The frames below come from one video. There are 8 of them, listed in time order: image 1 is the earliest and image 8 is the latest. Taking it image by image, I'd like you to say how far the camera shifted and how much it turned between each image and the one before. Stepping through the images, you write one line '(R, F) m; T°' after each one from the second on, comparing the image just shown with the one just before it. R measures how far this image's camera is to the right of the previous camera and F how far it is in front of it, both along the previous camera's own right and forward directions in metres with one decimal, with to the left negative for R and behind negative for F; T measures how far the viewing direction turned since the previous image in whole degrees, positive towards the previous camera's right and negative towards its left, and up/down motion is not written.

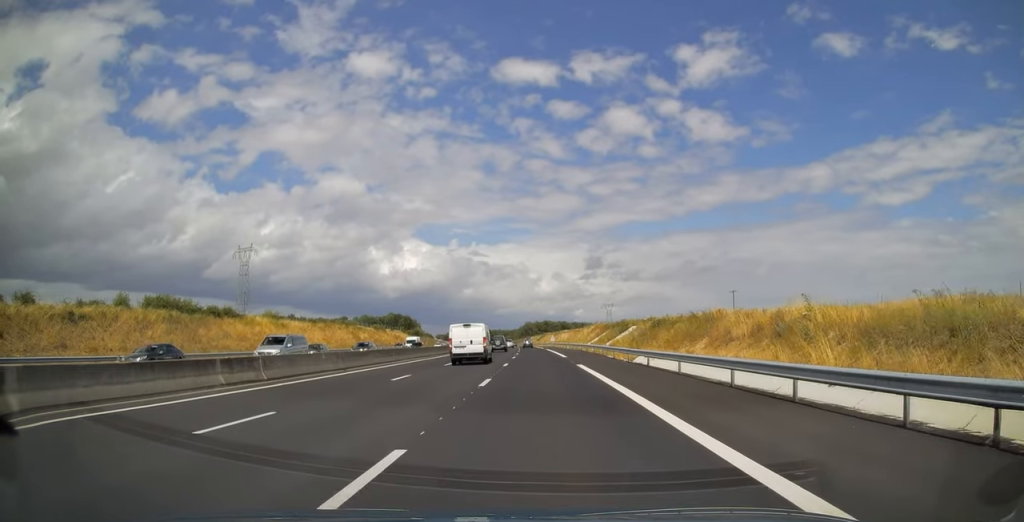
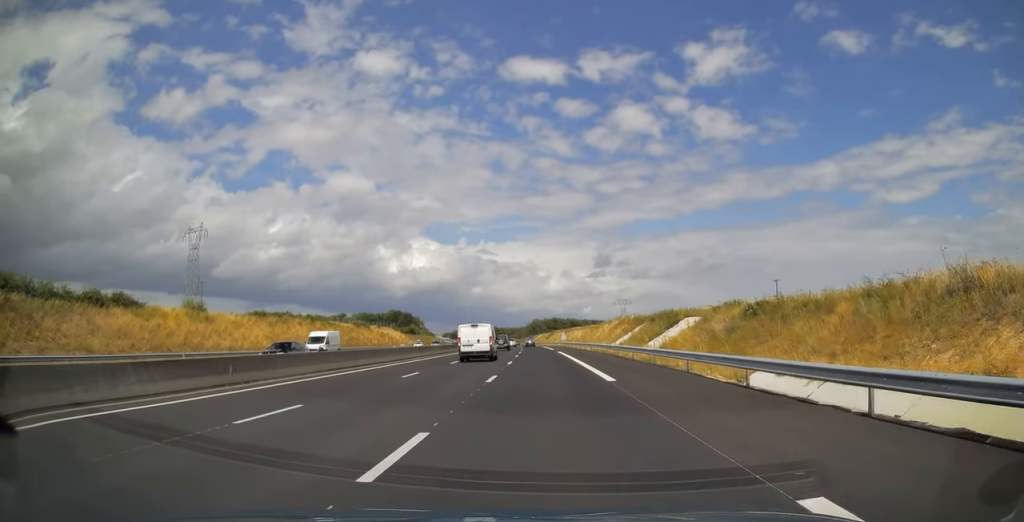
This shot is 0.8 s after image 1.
(-0.1, +24.9) m; -1°
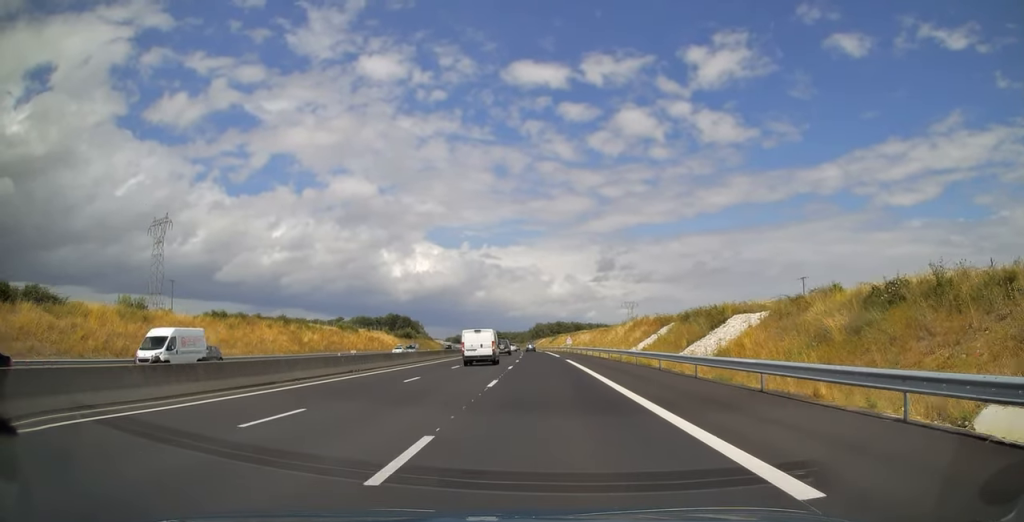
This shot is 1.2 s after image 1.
(-0.1, +13.0) m; 0°
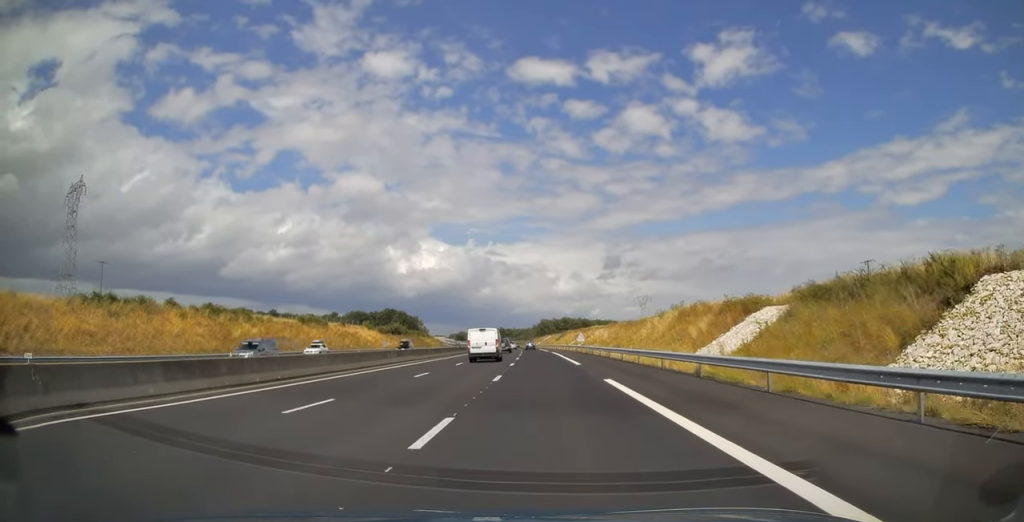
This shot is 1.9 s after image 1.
(-0.2, +24.4) m; -1°
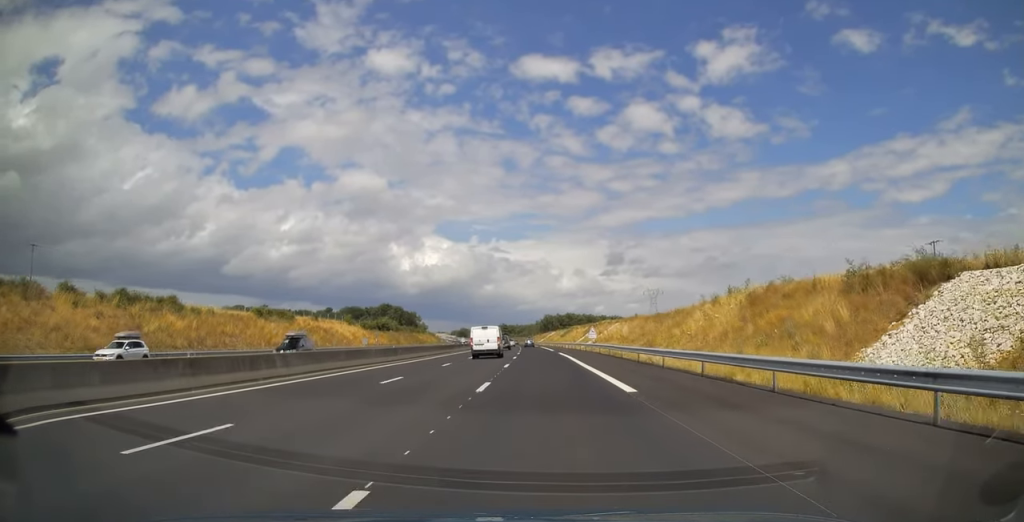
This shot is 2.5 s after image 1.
(-0.1, +18.4) m; 0°
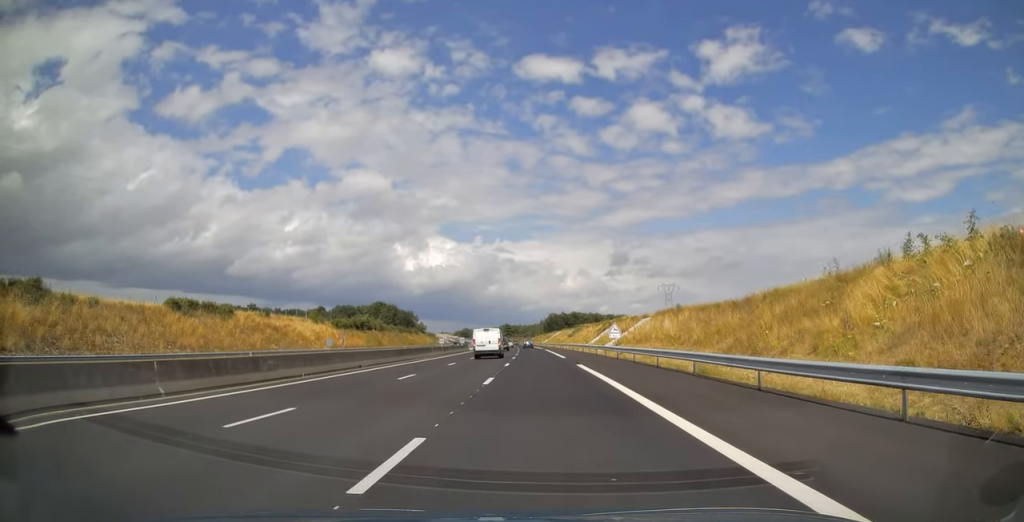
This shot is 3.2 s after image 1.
(-0.1, +23.3) m; 0°
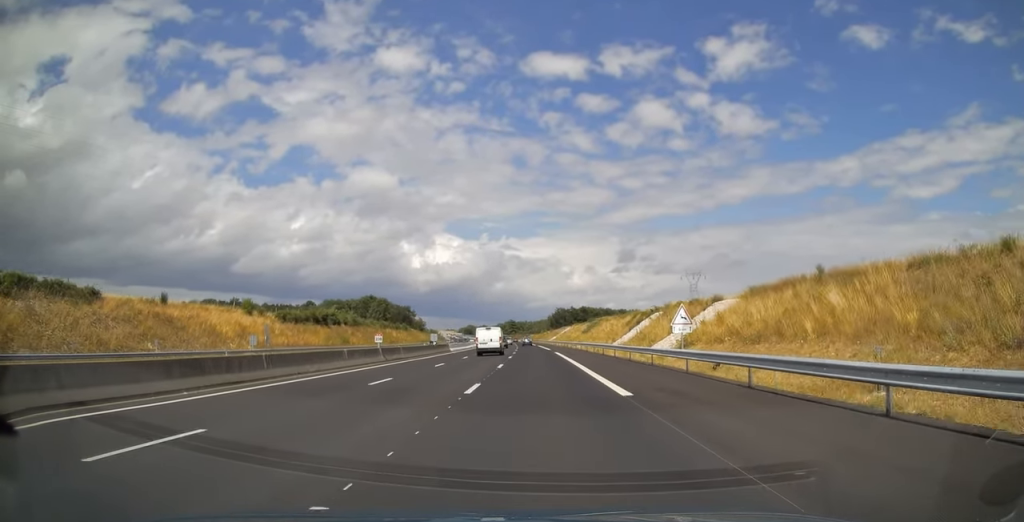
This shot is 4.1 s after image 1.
(-0.1, +29.7) m; 0°
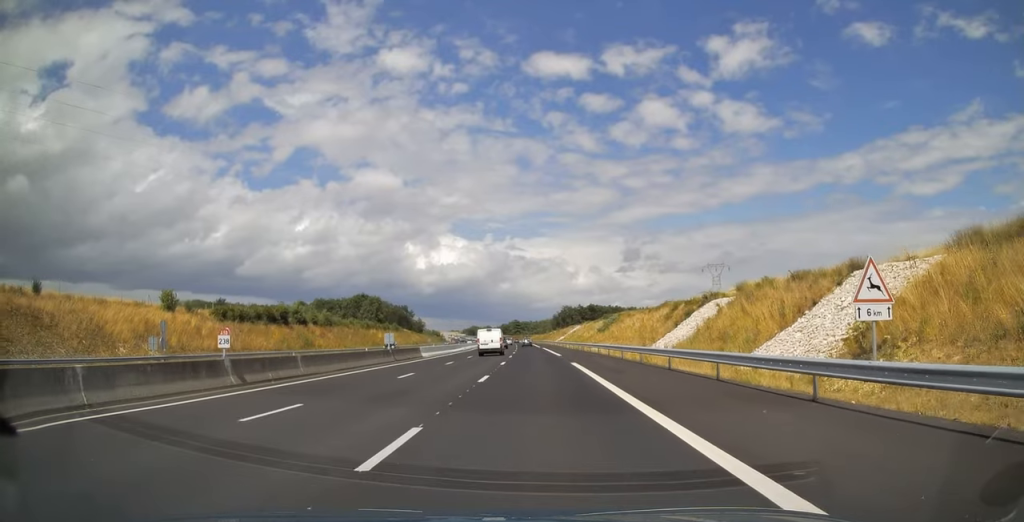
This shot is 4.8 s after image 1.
(0.0, +21.6) m; 0°
